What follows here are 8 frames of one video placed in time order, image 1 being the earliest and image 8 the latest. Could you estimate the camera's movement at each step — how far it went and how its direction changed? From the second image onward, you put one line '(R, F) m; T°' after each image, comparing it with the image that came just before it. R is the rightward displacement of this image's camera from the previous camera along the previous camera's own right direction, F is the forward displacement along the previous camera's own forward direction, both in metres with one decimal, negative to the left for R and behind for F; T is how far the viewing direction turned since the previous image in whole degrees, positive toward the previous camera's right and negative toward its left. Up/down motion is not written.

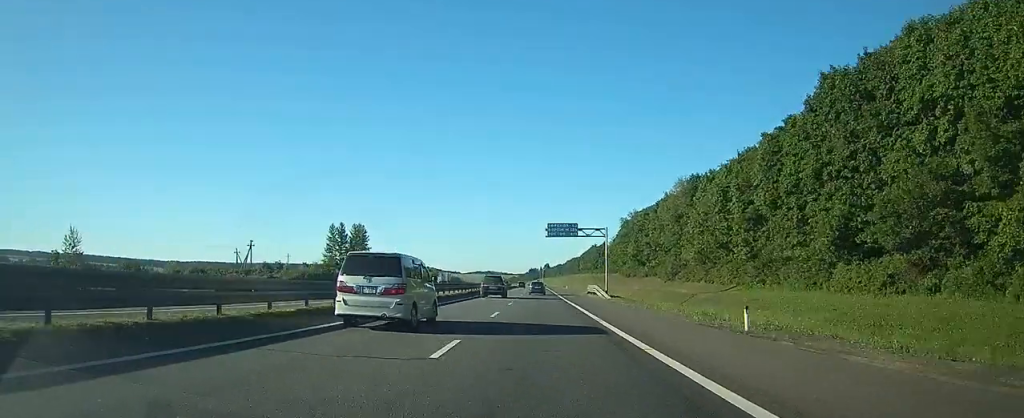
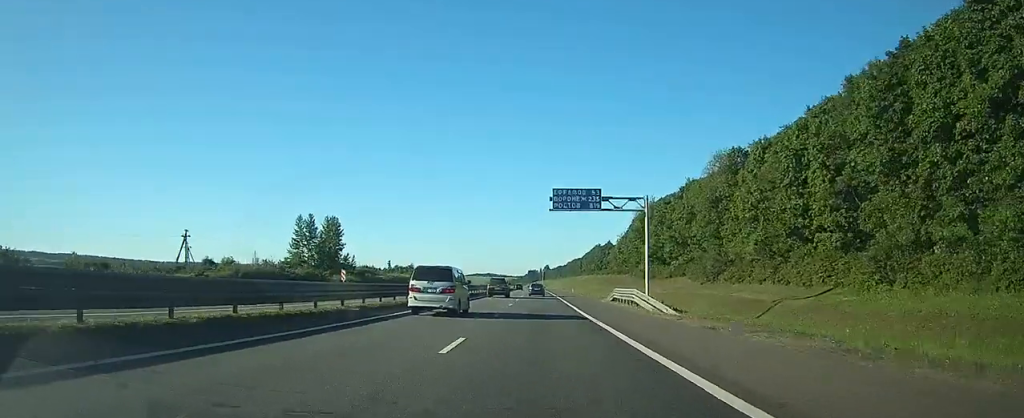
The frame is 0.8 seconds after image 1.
(0.0, +23.1) m; 0°
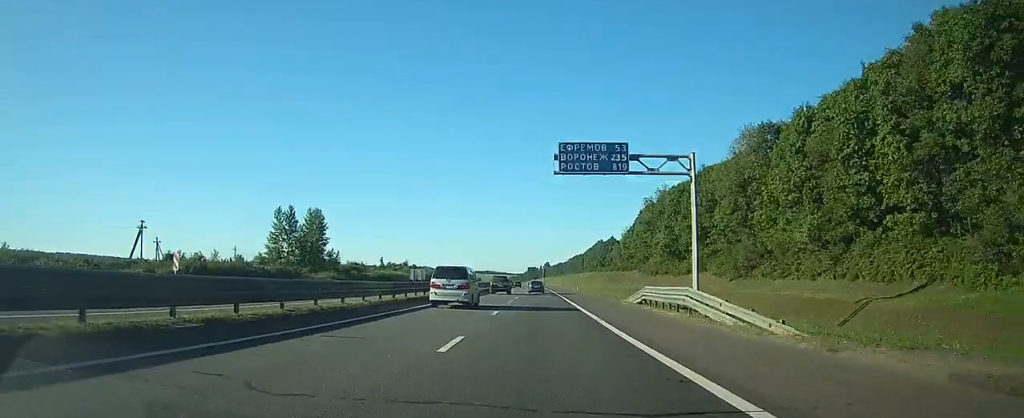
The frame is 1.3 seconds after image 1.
(0.0, +11.9) m; 0°
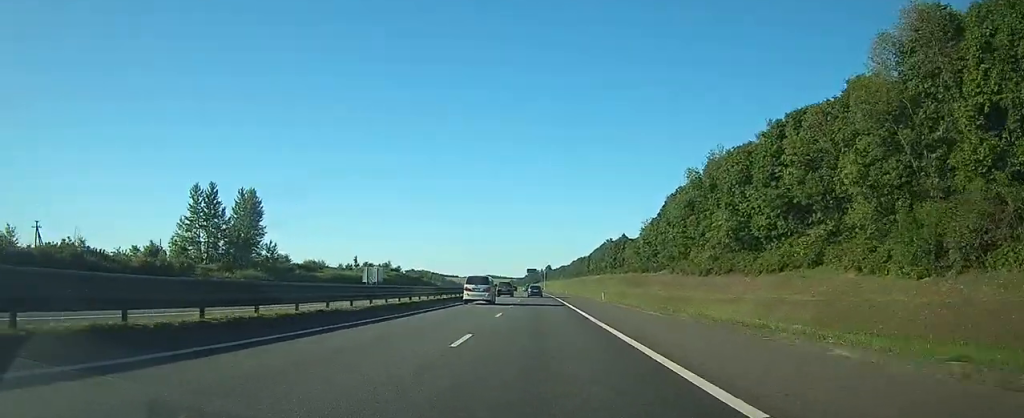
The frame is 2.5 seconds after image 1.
(0.0, +34.5) m; 0°
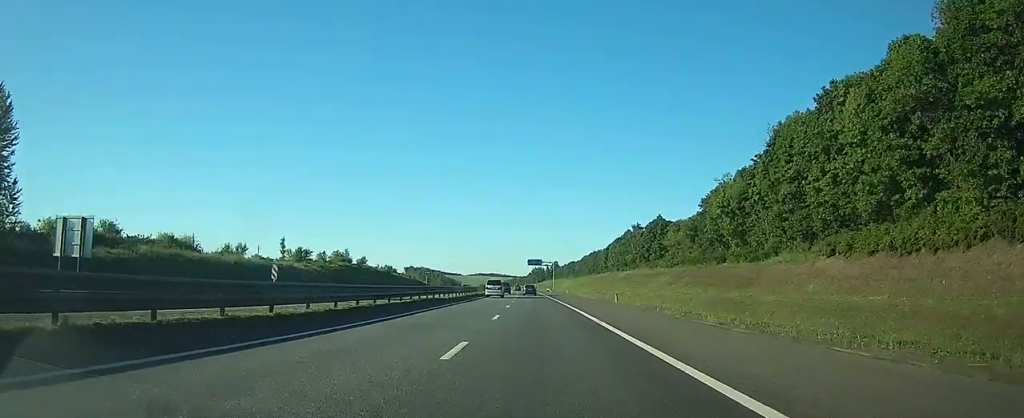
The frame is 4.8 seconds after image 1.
(-0.2, +61.3) m; -1°
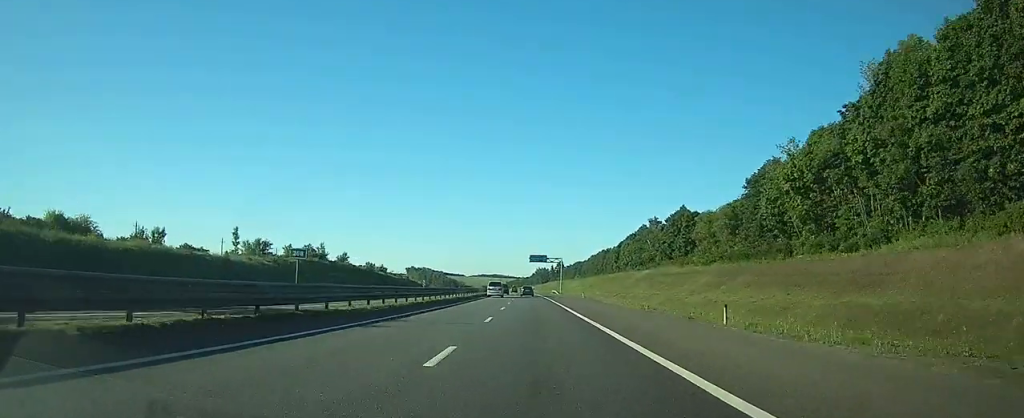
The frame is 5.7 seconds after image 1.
(-0.1, +24.6) m; -1°
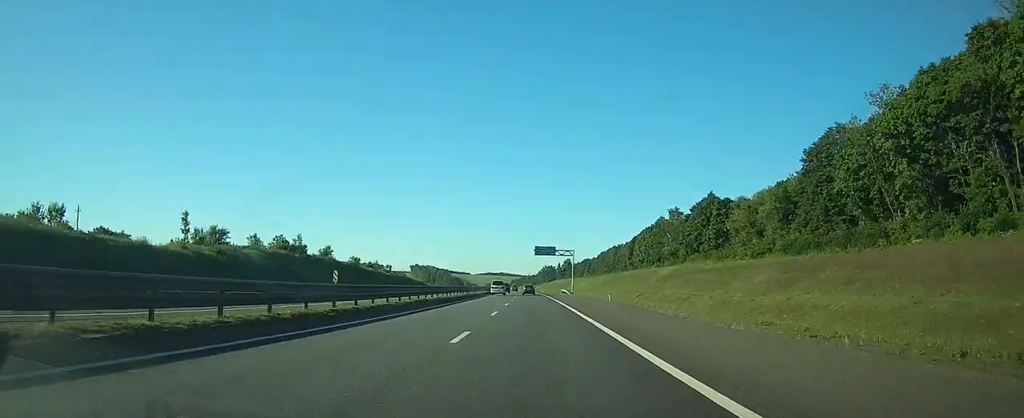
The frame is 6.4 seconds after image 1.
(-0.1, +20.2) m; 0°
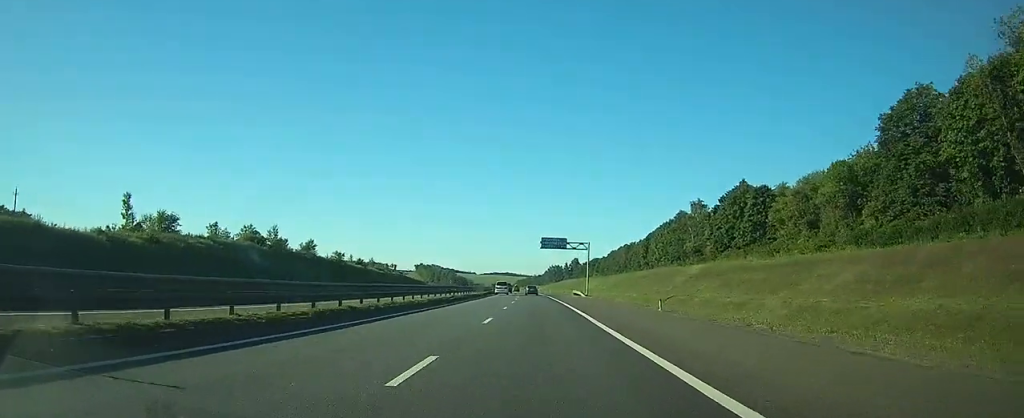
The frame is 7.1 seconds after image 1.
(0.0, +17.5) m; 0°
